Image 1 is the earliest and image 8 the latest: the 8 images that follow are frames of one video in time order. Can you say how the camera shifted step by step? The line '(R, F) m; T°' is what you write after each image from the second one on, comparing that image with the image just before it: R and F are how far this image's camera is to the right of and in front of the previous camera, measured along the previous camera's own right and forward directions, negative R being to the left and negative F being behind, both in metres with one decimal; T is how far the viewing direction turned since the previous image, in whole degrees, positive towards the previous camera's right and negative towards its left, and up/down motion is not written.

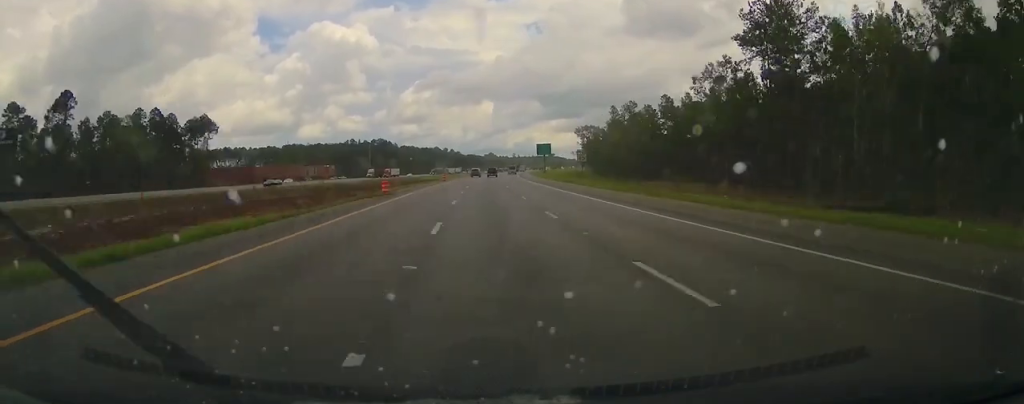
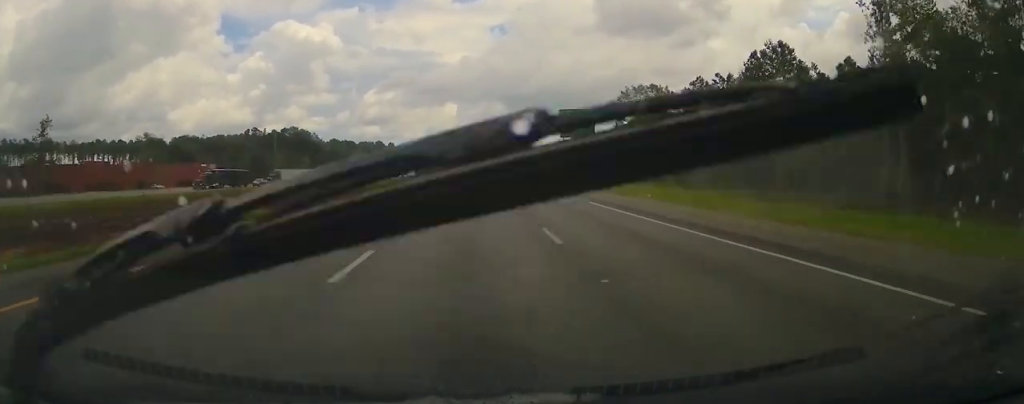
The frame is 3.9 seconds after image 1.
(+4.8, +140.2) m; +4°
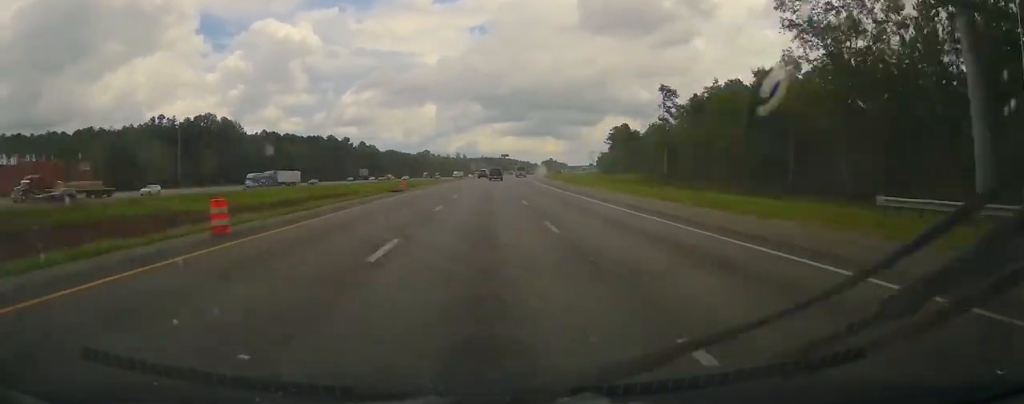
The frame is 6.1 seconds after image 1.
(+1.7, +82.4) m; +3°
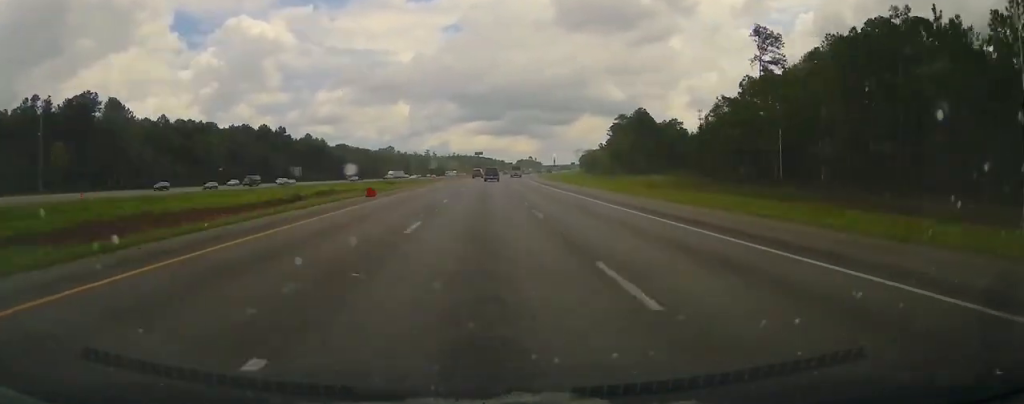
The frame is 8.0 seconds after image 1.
(+1.5, +67.3) m; +2°
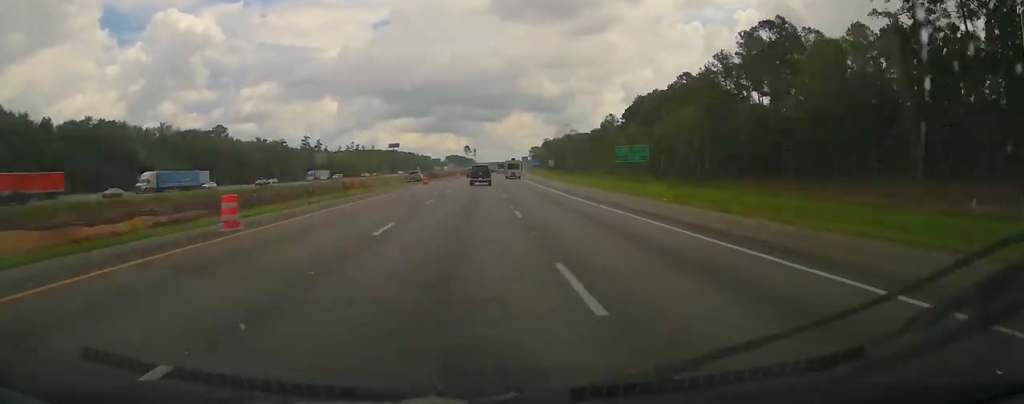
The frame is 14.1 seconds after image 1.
(+13.9, +216.8) m; +7°
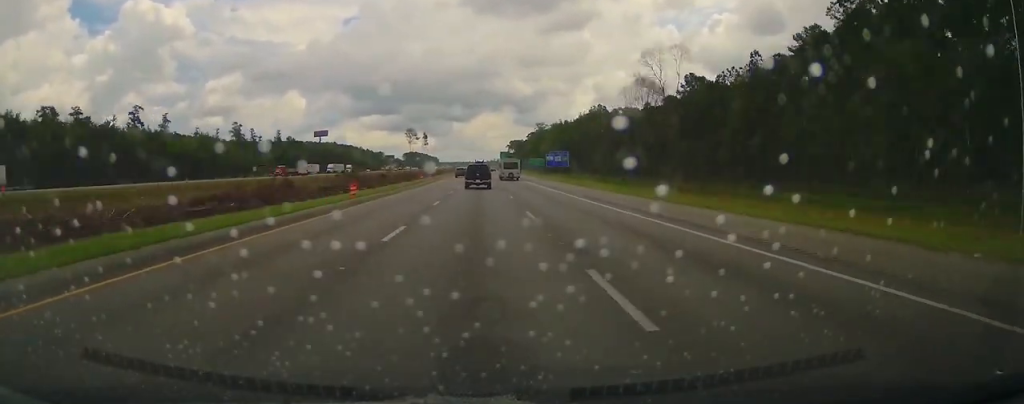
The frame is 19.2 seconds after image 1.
(+4.8, +174.7) m; +2°
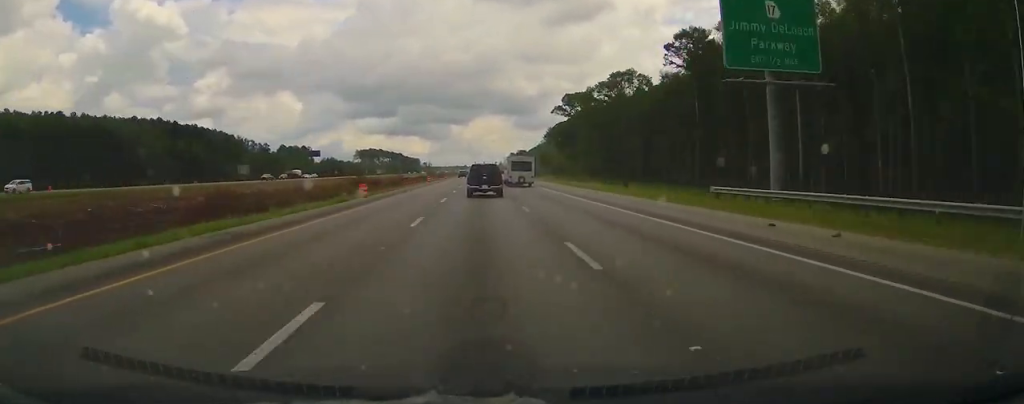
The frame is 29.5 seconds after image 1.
(-1.0, +350.2) m; -1°
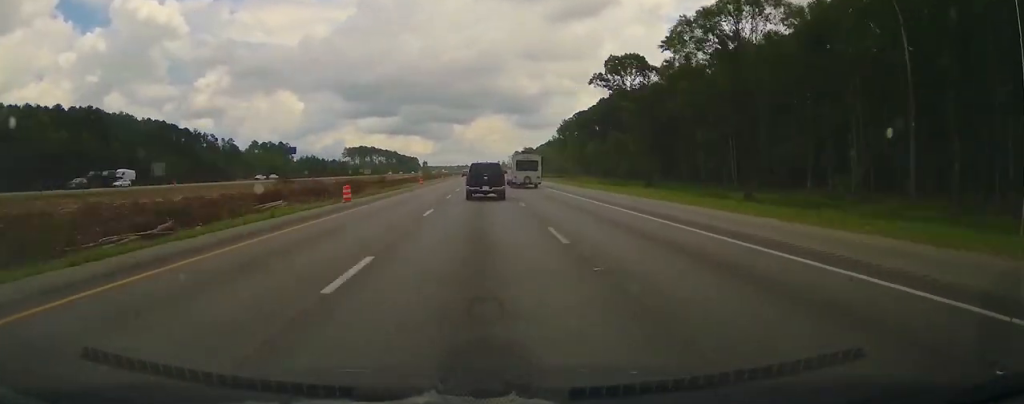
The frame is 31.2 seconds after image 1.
(+0.1, +59.6) m; 0°
